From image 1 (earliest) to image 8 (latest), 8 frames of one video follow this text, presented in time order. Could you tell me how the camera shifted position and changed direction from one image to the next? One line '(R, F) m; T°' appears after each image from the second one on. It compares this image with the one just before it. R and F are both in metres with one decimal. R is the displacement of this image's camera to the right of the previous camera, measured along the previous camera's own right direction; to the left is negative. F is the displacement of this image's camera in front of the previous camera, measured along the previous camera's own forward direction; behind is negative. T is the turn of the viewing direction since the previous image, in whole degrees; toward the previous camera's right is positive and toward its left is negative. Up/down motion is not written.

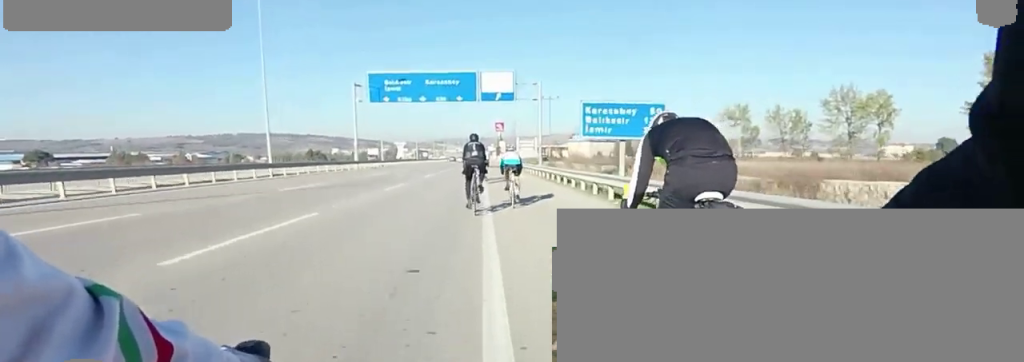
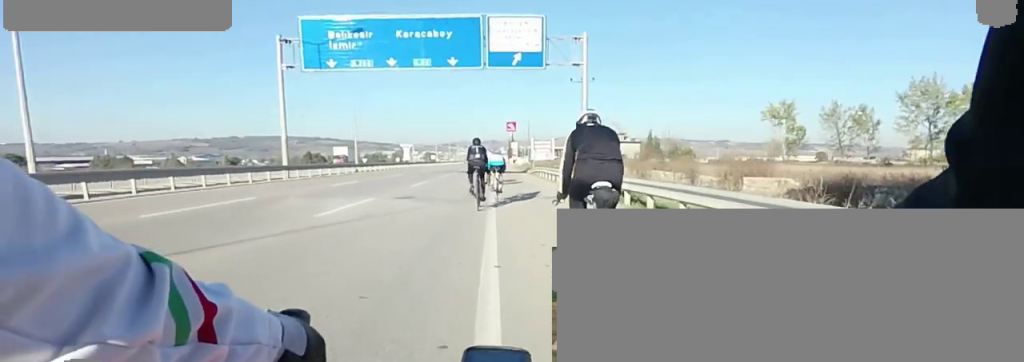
(-0.1, +12.6) m; 0°
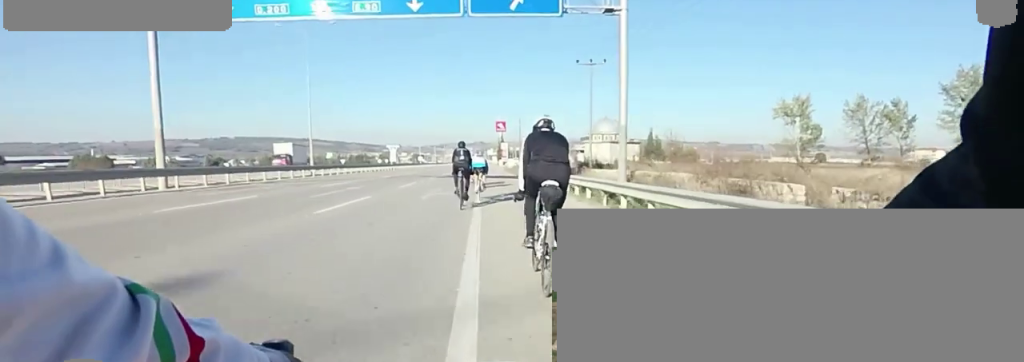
(+0.6, +7.4) m; 0°
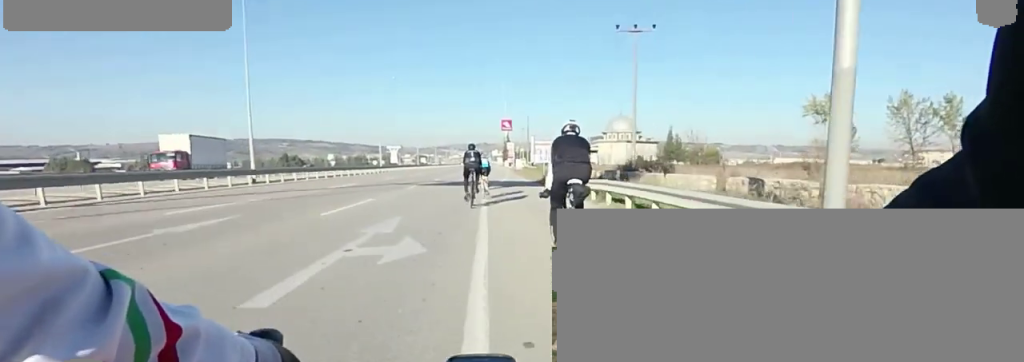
(-0.3, +8.0) m; 0°
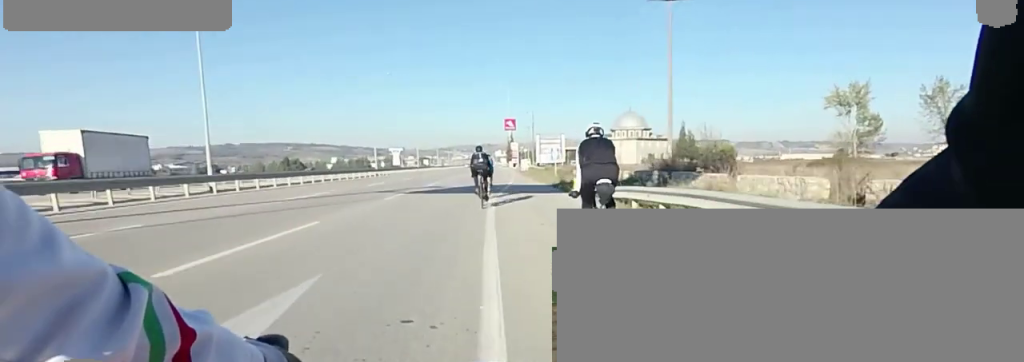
(-0.3, +4.0) m; 0°
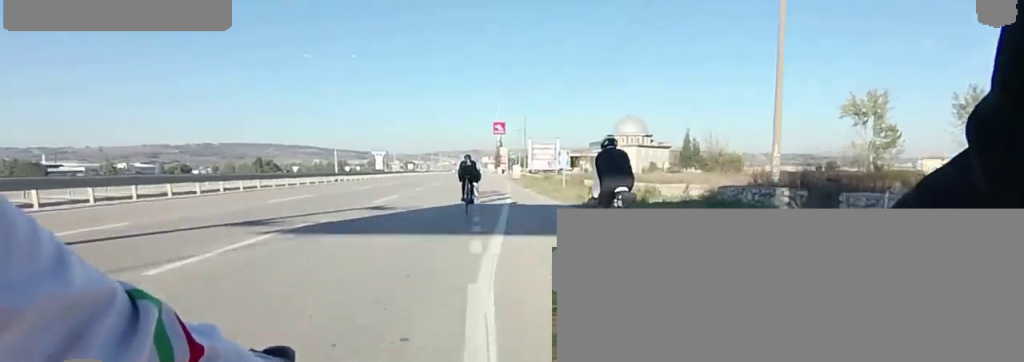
(+1.0, +7.9) m; -1°
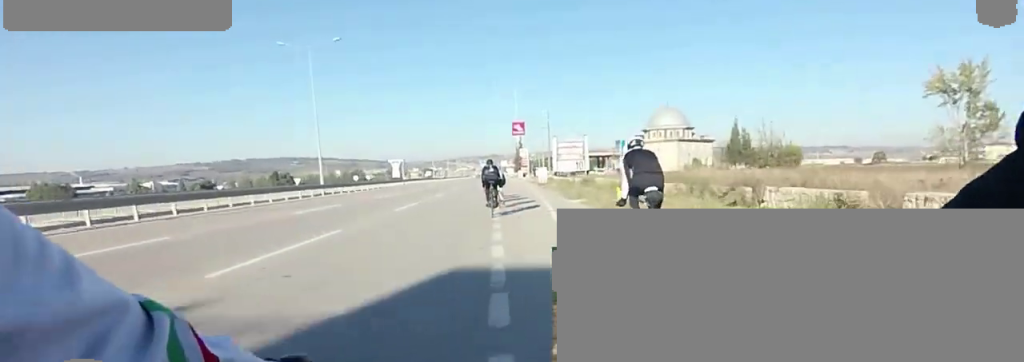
(-1.2, +8.2) m; +1°
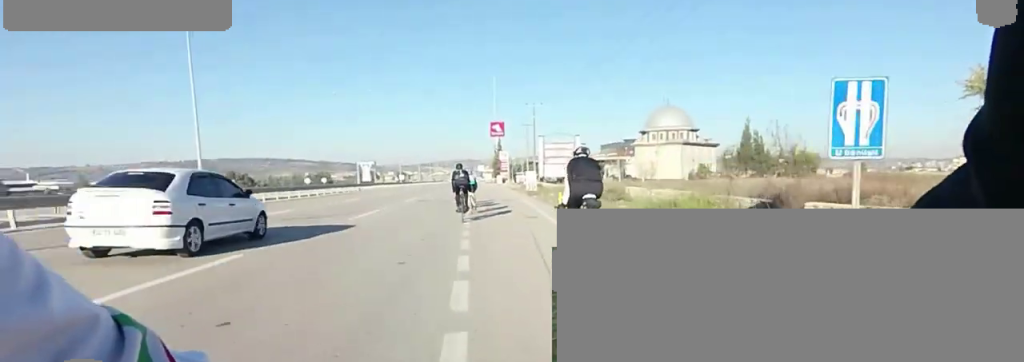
(+1.4, +9.6) m; 0°
